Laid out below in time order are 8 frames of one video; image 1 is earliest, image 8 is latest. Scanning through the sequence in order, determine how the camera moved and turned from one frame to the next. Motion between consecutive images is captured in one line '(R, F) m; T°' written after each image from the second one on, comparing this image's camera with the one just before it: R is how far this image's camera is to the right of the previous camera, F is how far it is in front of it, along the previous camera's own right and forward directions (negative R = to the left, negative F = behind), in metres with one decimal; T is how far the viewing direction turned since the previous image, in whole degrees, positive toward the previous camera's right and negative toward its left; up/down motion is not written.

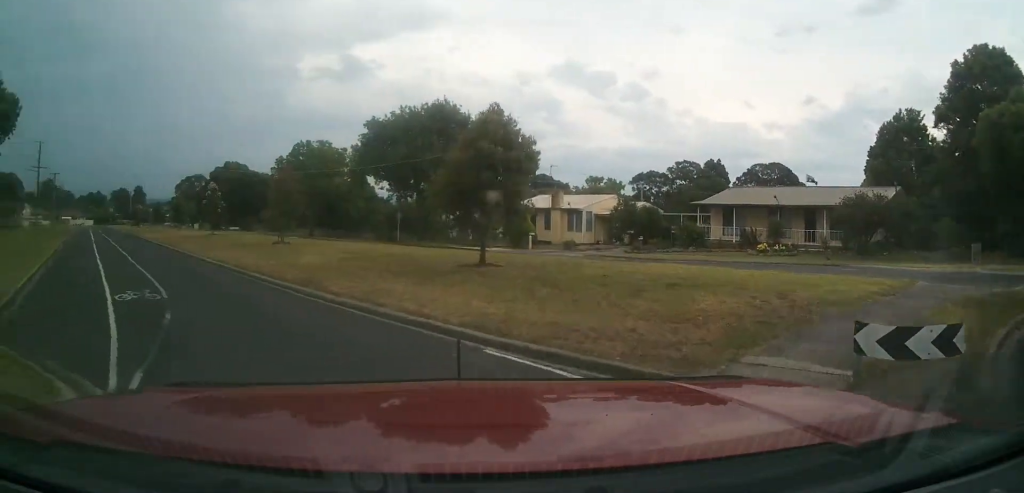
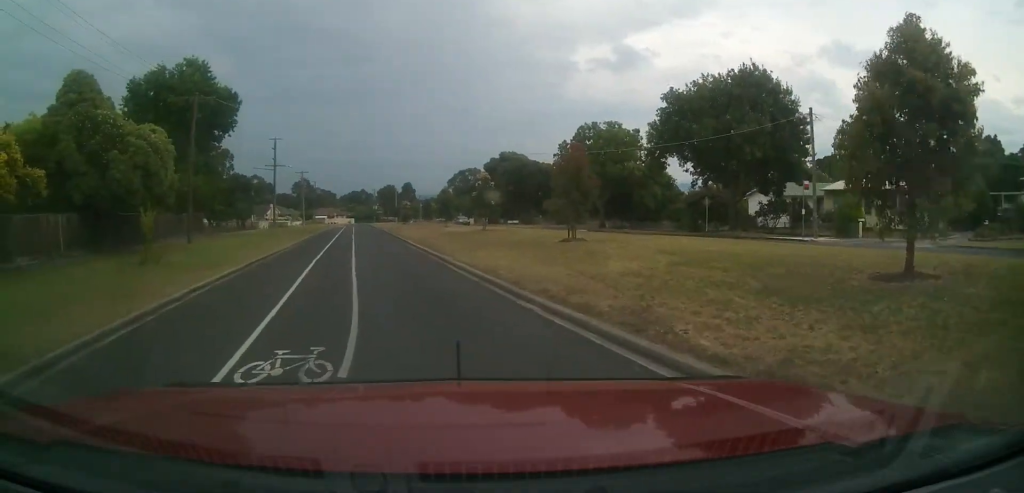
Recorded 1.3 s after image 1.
(-2.4, +6.2) m; -36°
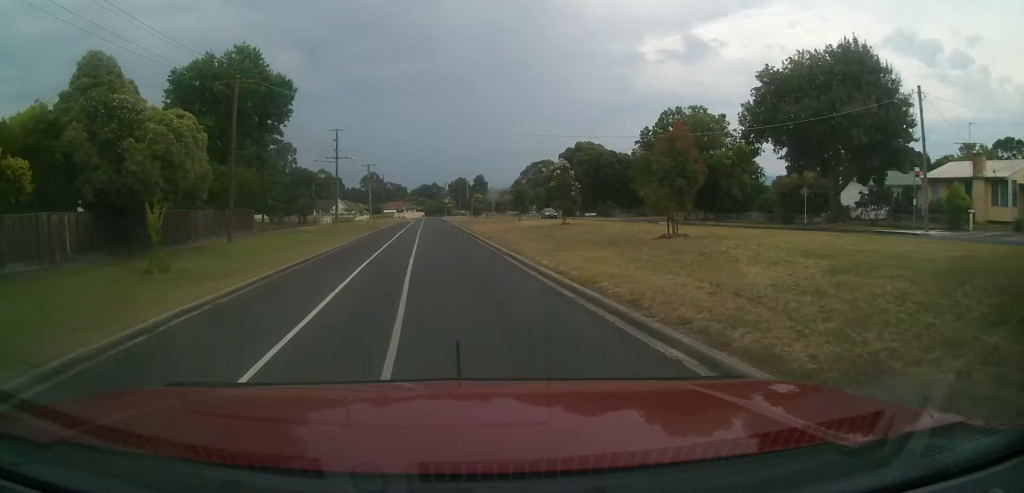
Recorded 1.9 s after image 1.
(-0.4, +3.6) m; -13°
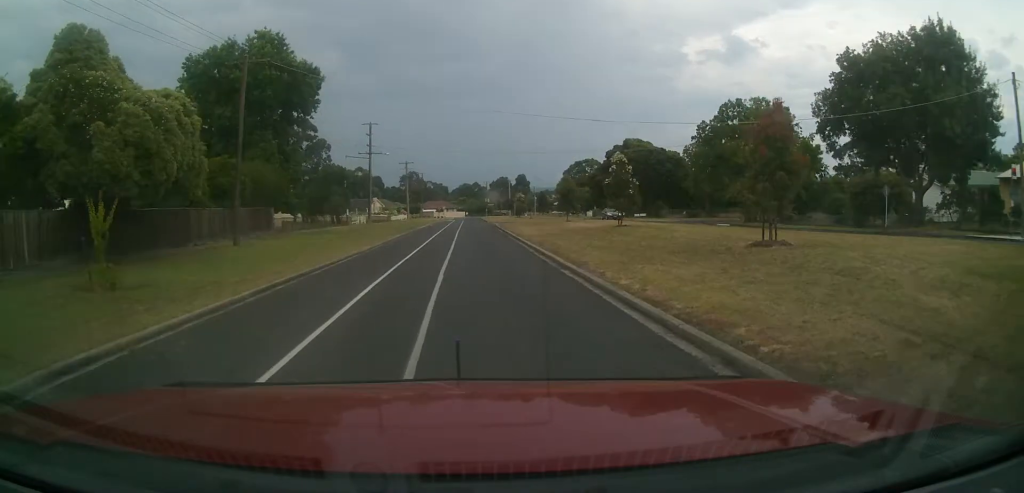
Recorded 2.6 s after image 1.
(-0.5, +4.2) m; -9°
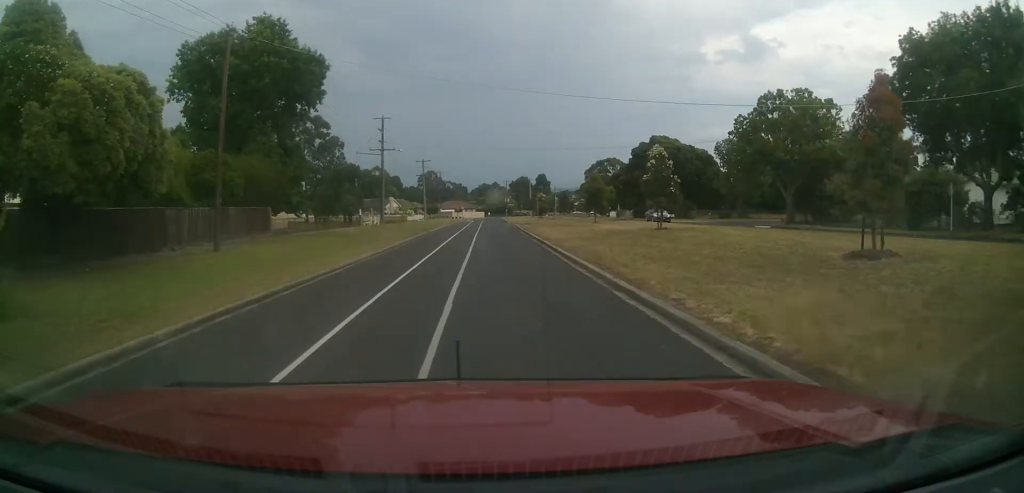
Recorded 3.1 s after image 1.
(-0.3, +3.9) m; -5°
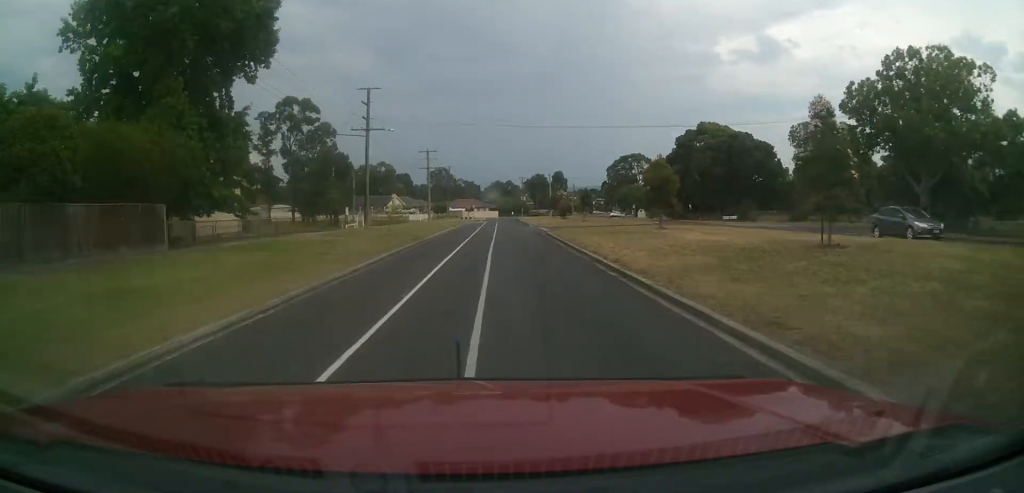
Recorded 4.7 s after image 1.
(-1.2, +13.8) m; -6°
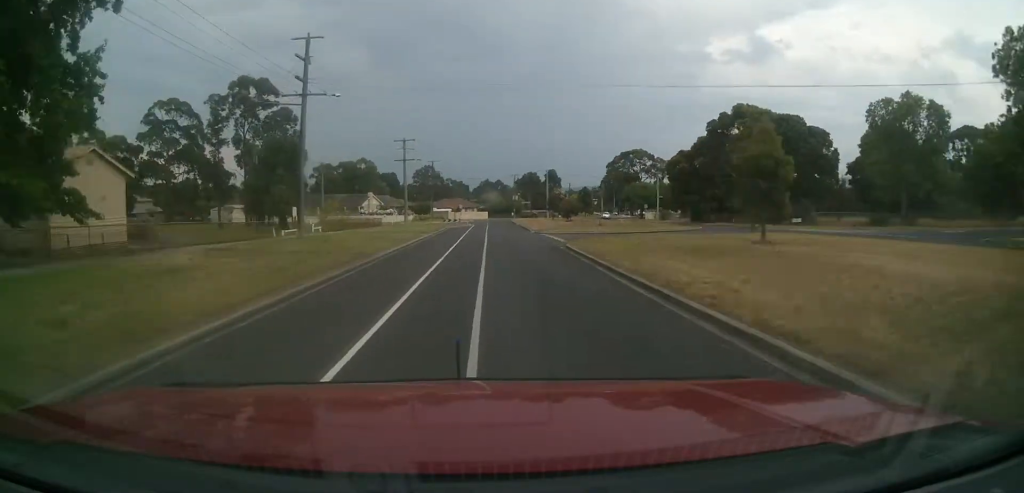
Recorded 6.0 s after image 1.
(-0.2, +14.0) m; -1°
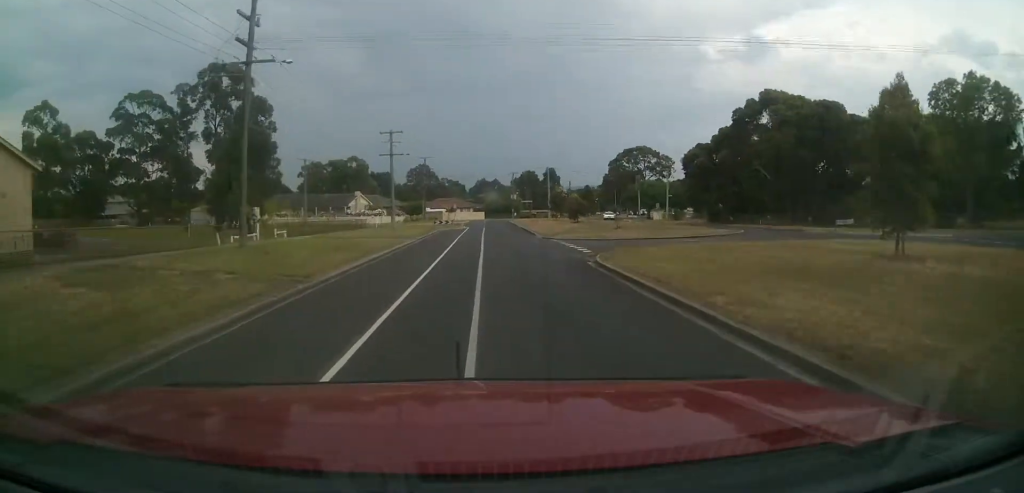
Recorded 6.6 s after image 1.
(-0.3, +7.6) m; +2°
